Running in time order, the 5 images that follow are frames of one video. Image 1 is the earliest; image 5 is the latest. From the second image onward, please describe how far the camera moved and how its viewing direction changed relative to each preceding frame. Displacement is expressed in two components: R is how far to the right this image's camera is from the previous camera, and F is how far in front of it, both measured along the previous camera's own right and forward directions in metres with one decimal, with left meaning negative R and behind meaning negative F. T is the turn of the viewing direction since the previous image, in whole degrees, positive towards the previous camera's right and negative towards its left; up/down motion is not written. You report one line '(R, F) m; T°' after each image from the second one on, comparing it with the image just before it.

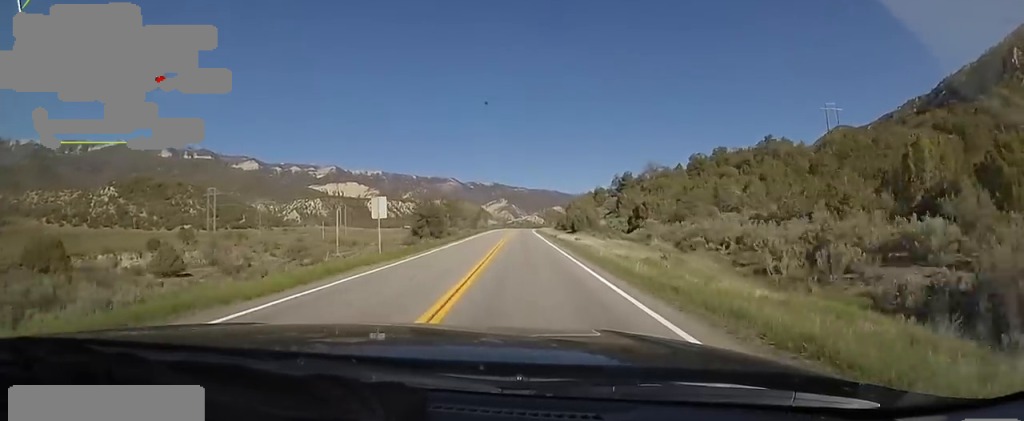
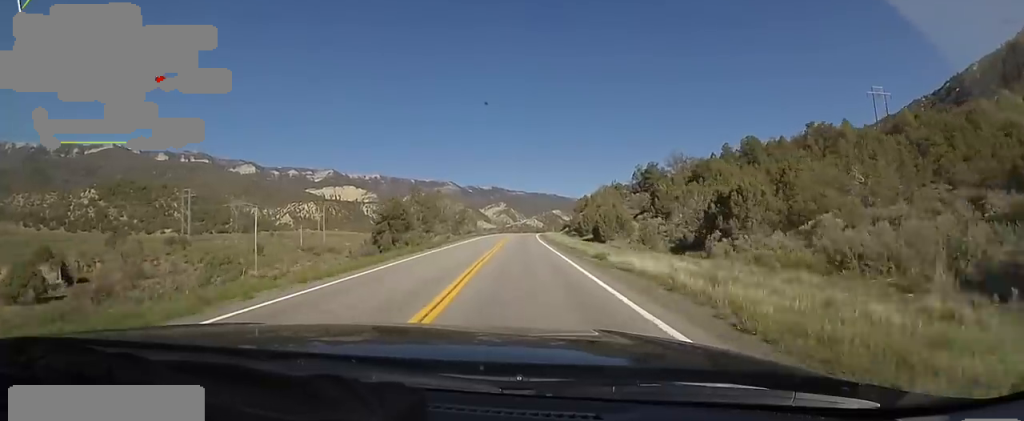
(+0.2, +26.9) m; 0°
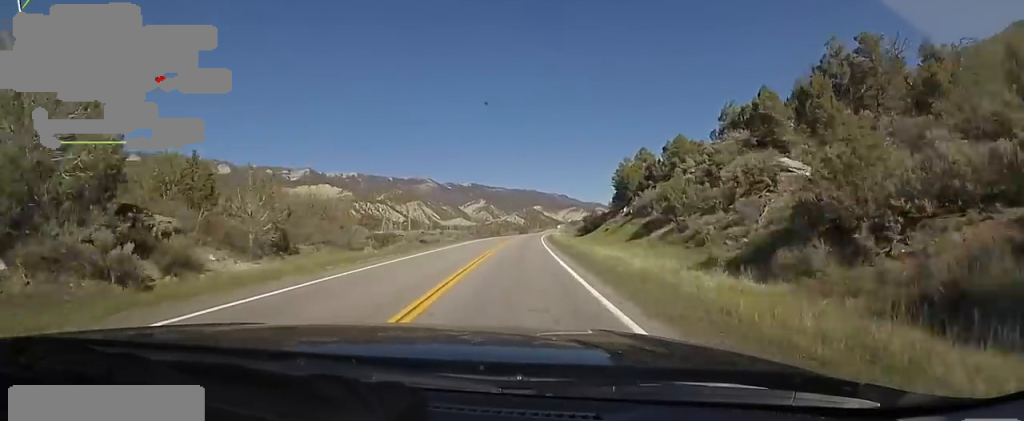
(+0.5, +75.2) m; +3°
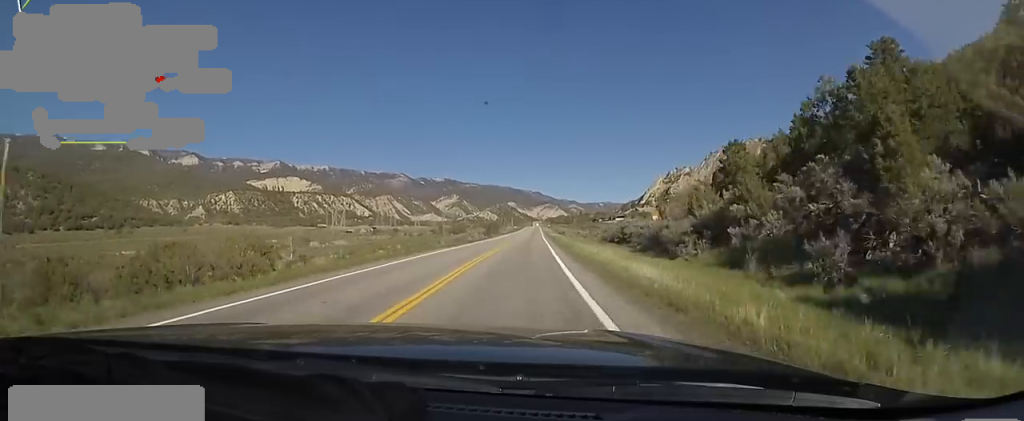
(+3.3, +70.9) m; +3°
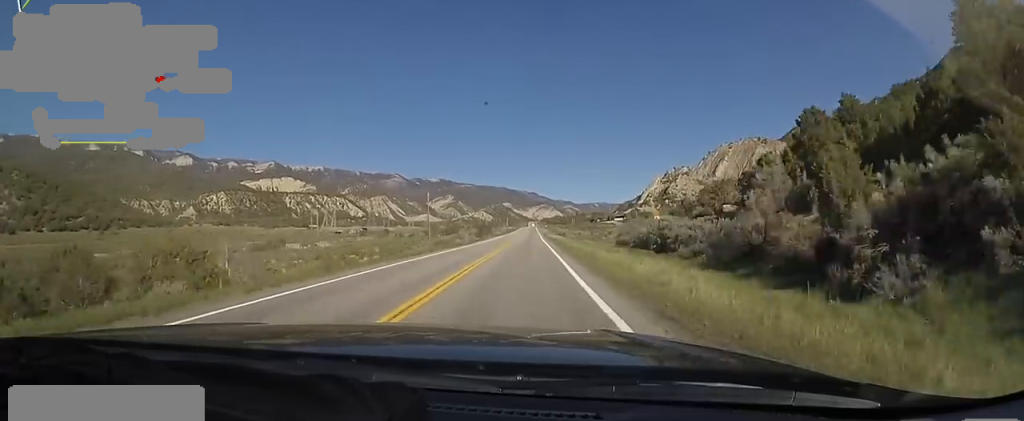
(0.0, +12.1) m; 0°
